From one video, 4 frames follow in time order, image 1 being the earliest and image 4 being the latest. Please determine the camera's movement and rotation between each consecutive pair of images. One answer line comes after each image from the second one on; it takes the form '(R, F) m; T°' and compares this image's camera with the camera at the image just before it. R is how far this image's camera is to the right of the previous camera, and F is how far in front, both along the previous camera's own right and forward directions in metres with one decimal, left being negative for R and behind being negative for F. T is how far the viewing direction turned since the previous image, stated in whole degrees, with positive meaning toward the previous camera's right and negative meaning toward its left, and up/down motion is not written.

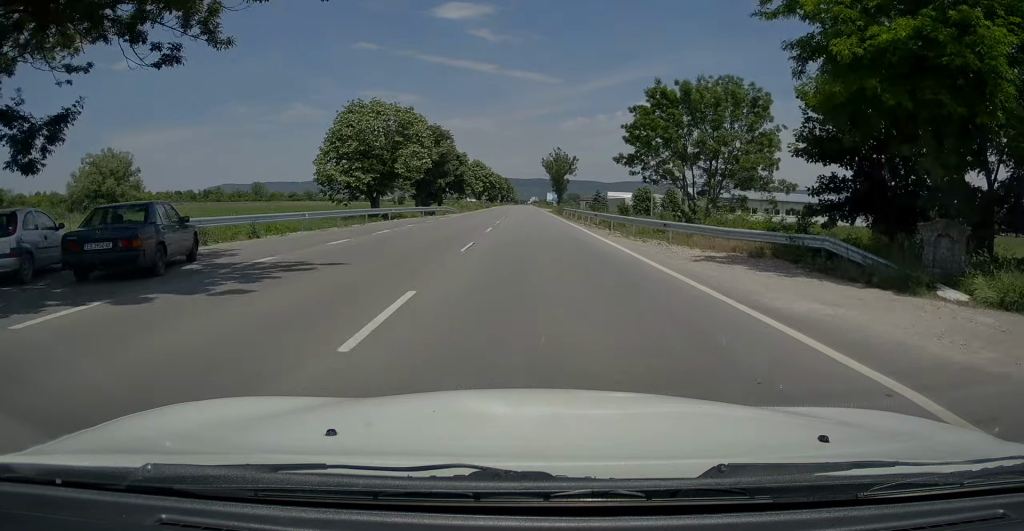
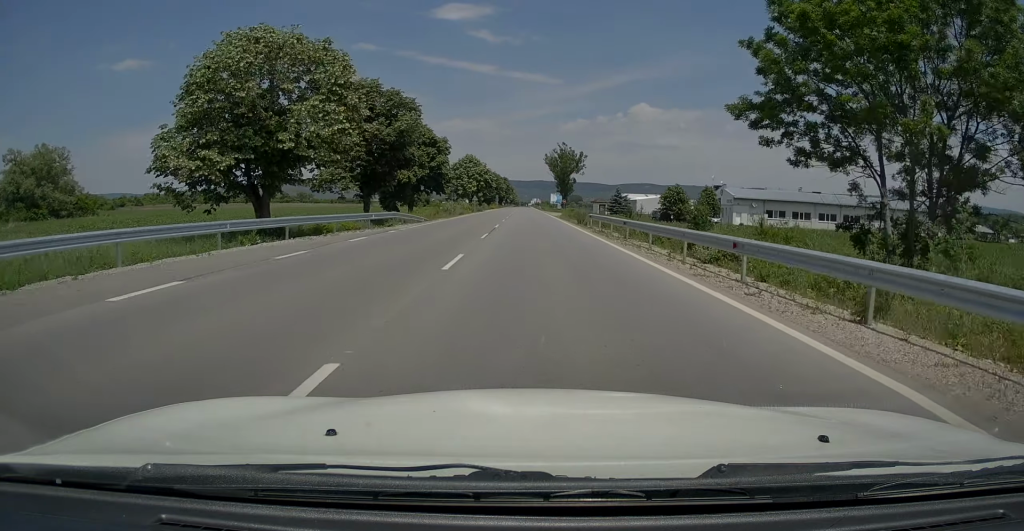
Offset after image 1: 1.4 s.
(0.0, +21.3) m; 0°
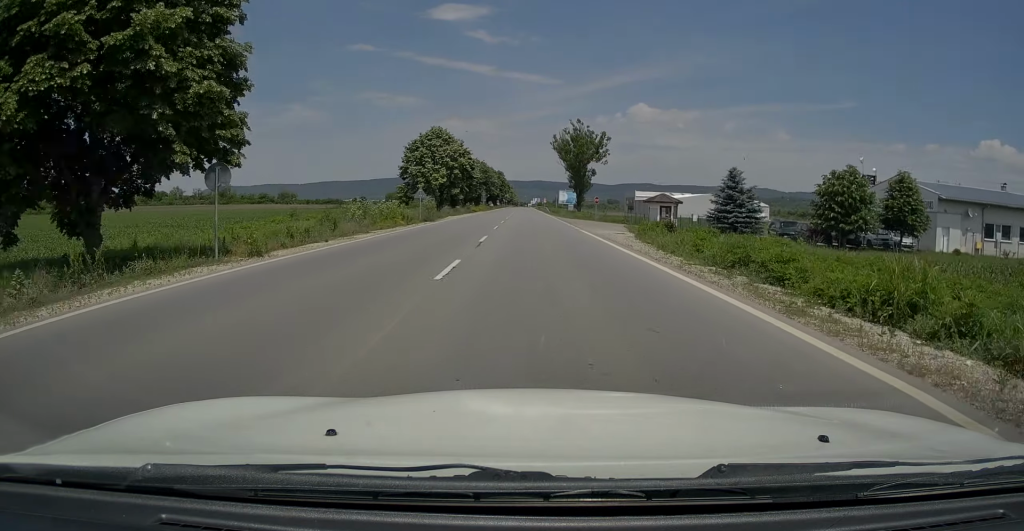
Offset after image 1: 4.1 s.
(0.0, +46.0) m; 0°
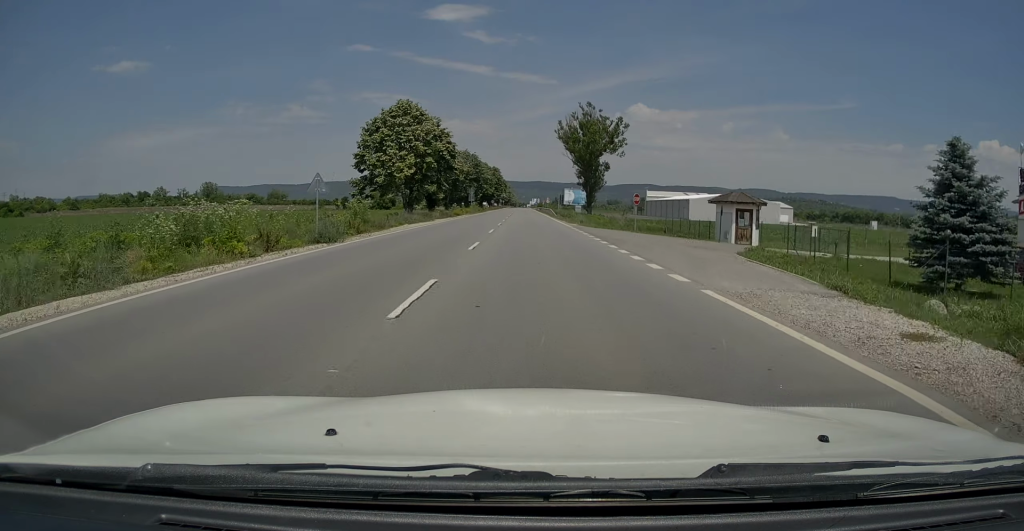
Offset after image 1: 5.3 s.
(-0.1, +21.0) m; 0°
